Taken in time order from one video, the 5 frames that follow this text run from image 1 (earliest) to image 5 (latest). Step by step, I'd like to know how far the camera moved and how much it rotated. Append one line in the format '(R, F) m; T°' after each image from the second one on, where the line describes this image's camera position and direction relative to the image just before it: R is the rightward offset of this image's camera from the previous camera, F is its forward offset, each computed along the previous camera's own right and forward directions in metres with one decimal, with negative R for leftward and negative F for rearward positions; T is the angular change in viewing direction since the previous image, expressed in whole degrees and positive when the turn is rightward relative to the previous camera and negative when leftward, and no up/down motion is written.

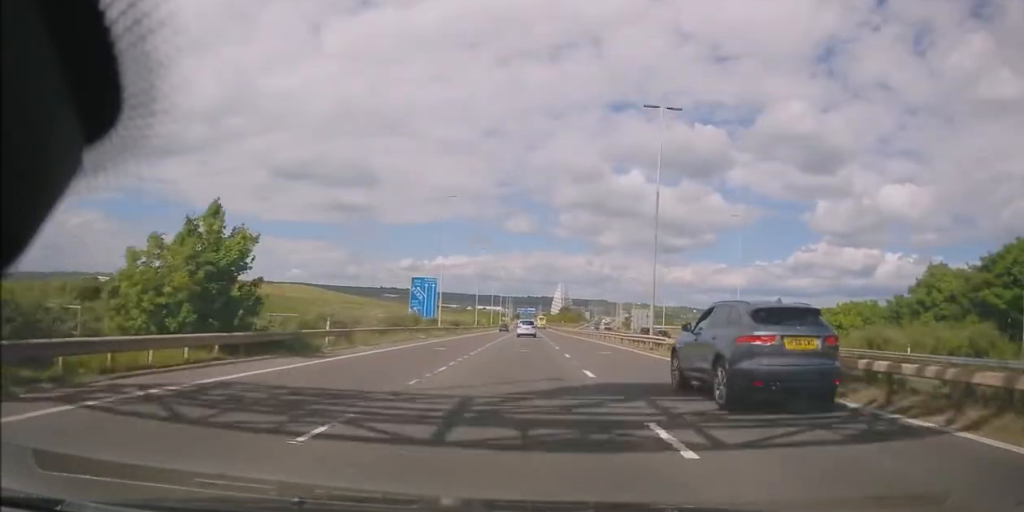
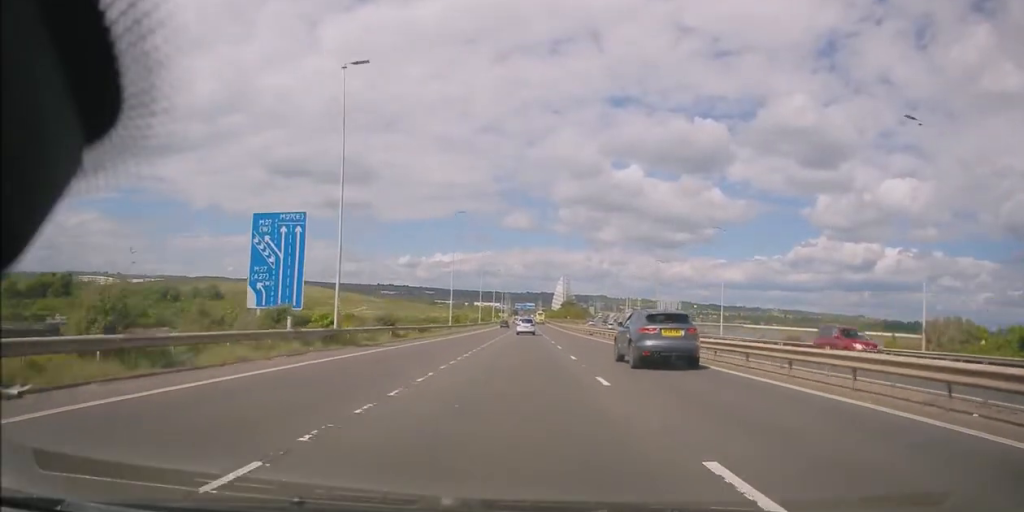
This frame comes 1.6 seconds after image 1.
(+0.3, +36.8) m; +1°
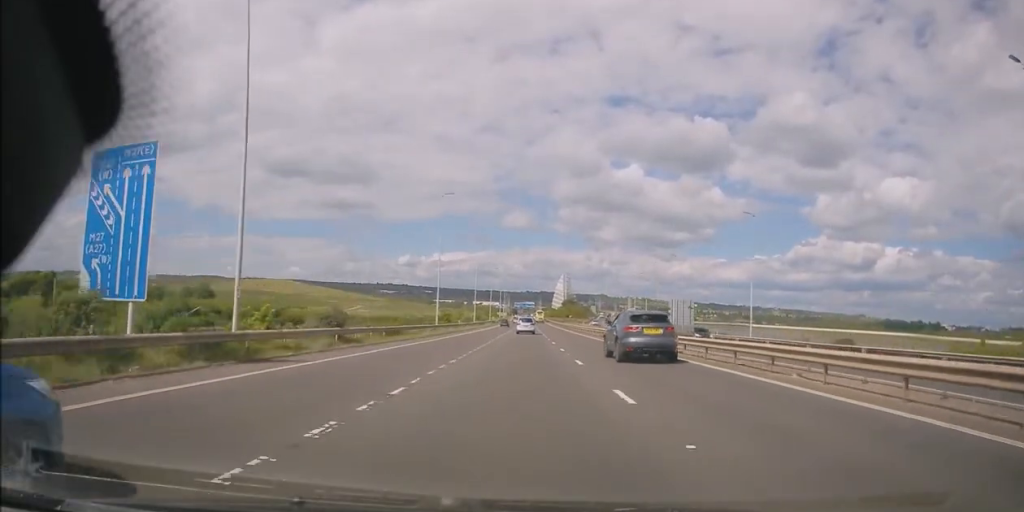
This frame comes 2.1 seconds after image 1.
(0.0, +11.4) m; 0°
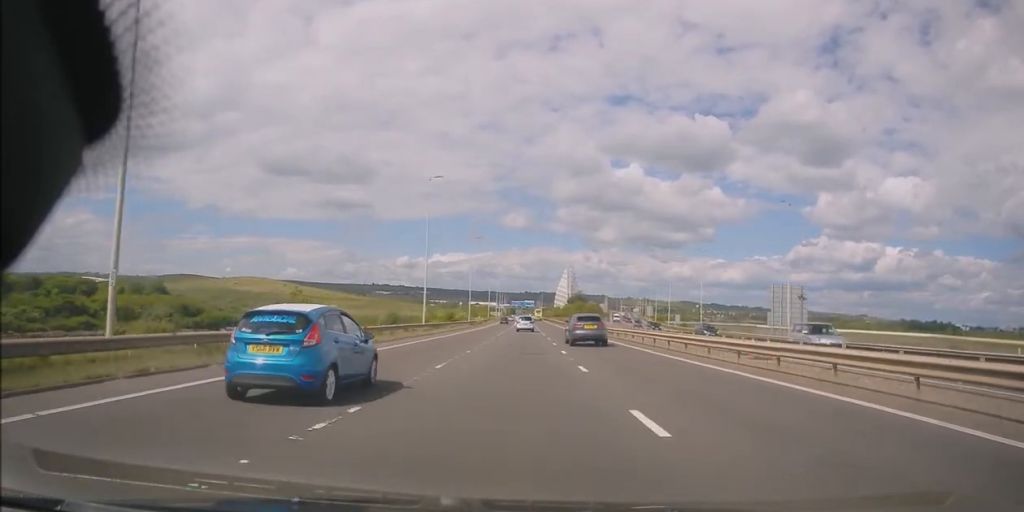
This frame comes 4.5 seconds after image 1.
(-0.1, +54.3) m; 0°
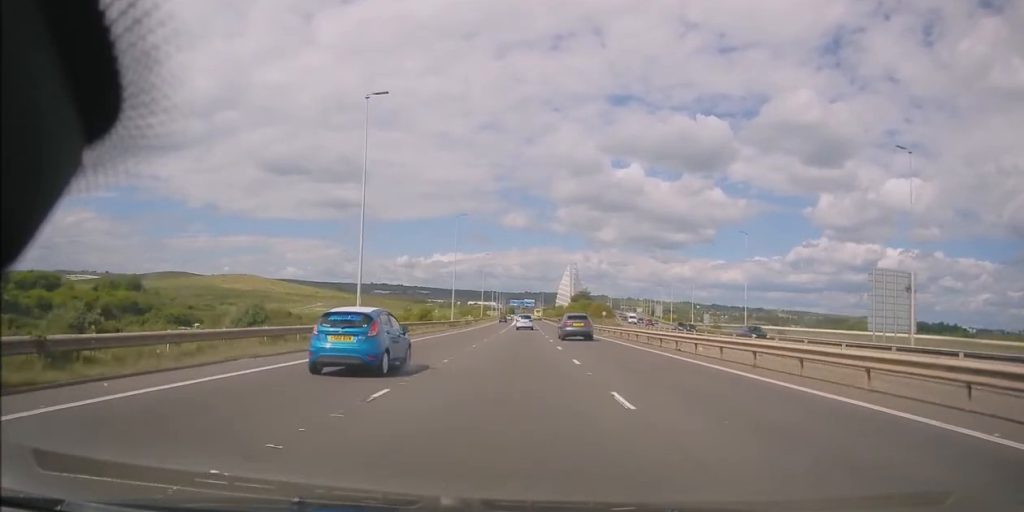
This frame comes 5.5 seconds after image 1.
(-0.1, +23.6) m; -1°
